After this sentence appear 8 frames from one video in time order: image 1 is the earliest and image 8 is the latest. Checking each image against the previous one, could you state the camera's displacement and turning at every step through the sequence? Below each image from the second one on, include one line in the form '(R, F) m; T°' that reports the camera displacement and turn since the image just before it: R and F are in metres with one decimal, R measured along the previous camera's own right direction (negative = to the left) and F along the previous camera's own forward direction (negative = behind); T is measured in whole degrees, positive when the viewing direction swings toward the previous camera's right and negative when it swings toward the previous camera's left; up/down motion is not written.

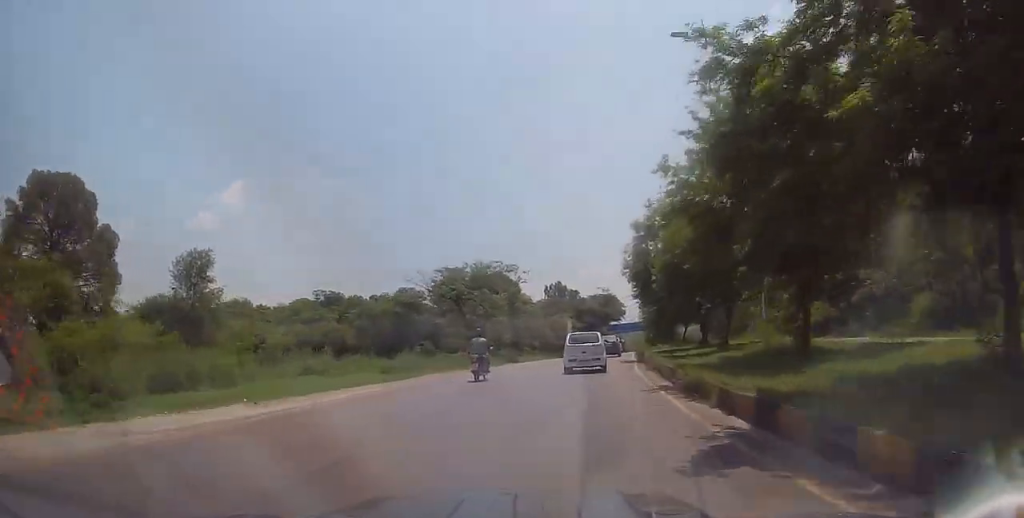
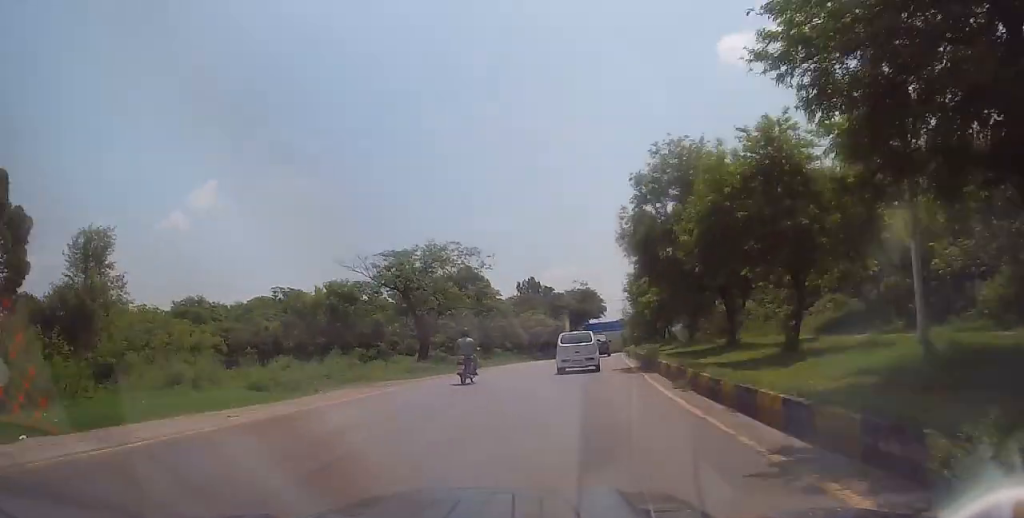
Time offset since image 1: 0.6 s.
(0.0, +9.5) m; +3°
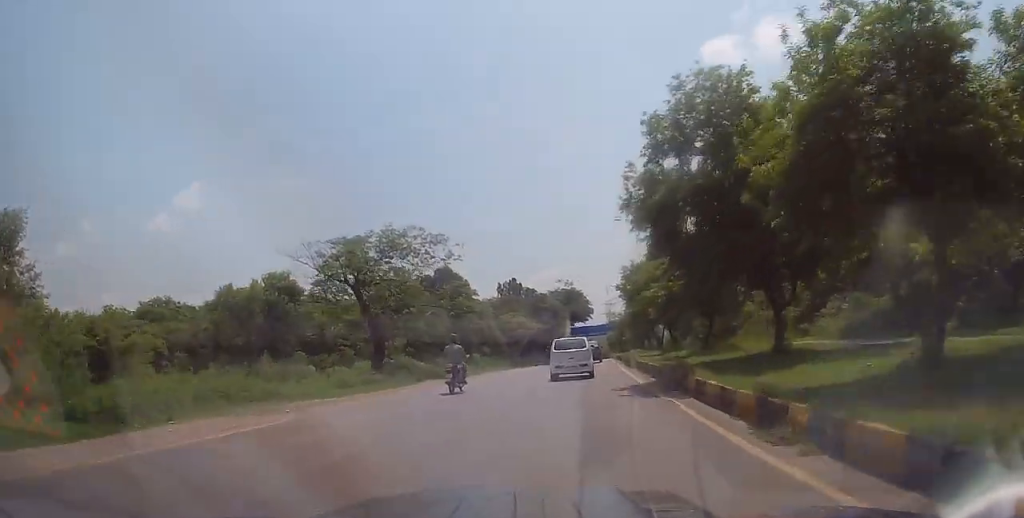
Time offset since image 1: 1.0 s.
(+0.3, +6.8) m; +2°
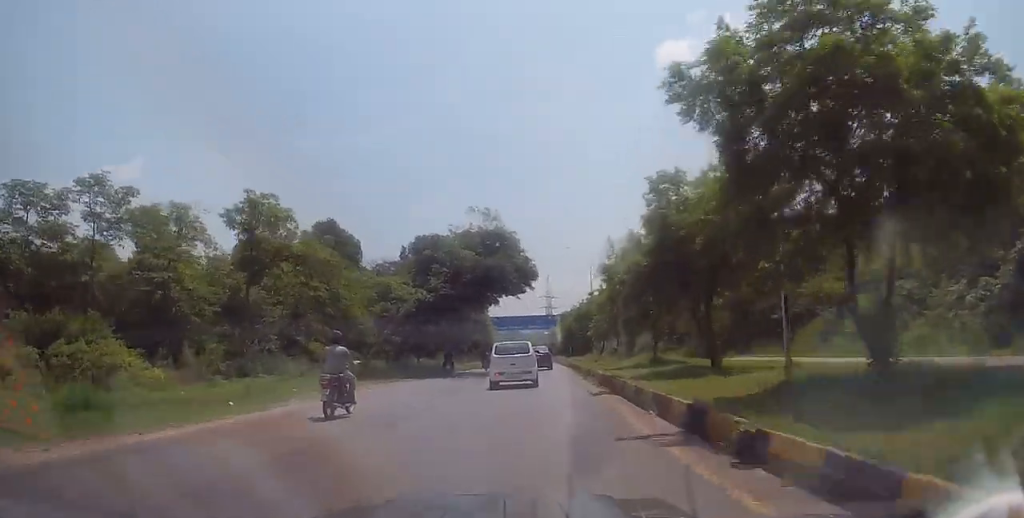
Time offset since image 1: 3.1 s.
(+1.9, +36.6) m; +3°
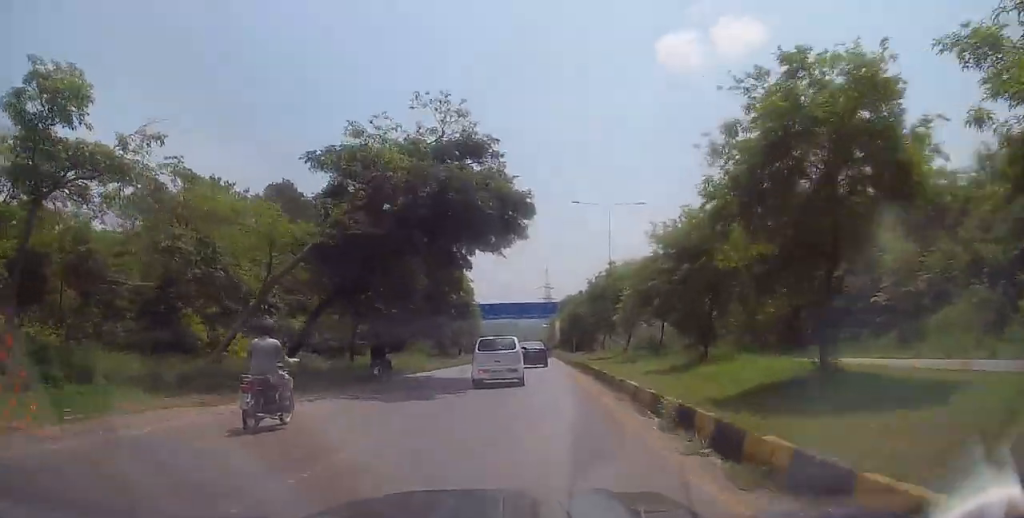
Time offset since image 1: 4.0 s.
(-0.1, +16.2) m; -1°
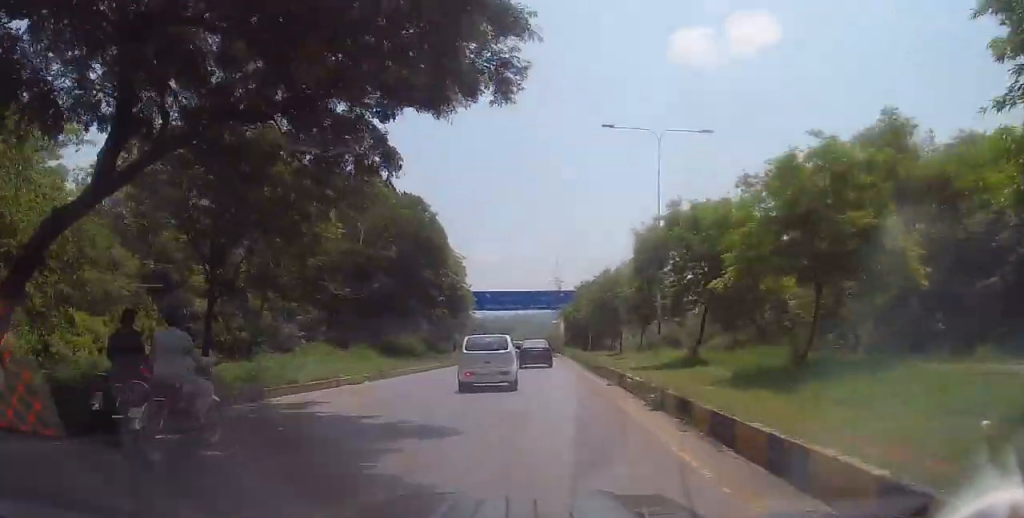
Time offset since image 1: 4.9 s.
(-0.1, +15.0) m; 0°
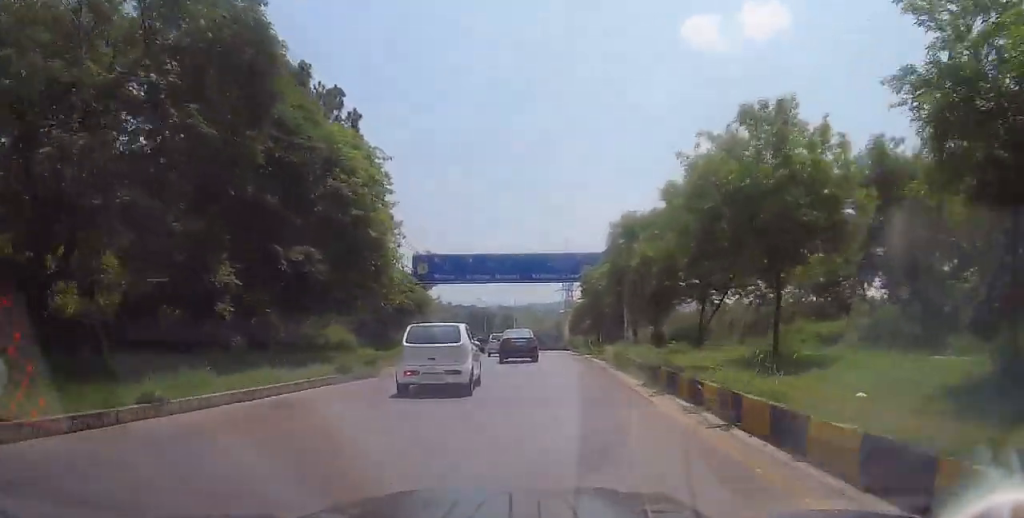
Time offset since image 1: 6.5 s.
(+0.1, +26.9) m; 0°
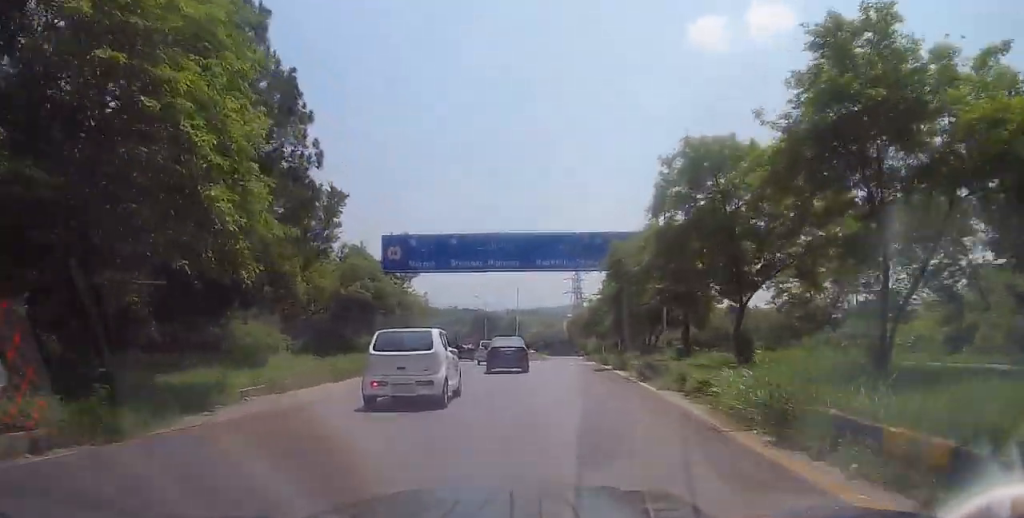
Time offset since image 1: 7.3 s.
(0.0, +12.6) m; 0°
